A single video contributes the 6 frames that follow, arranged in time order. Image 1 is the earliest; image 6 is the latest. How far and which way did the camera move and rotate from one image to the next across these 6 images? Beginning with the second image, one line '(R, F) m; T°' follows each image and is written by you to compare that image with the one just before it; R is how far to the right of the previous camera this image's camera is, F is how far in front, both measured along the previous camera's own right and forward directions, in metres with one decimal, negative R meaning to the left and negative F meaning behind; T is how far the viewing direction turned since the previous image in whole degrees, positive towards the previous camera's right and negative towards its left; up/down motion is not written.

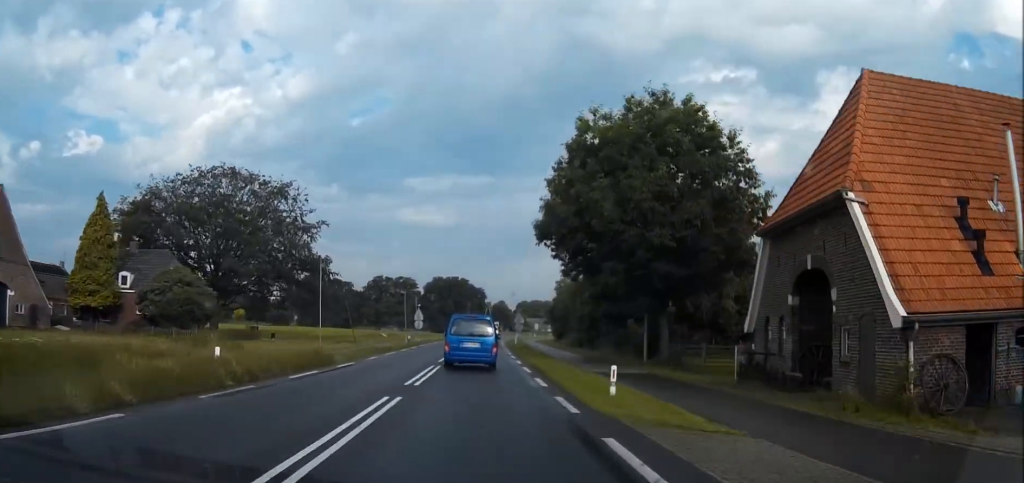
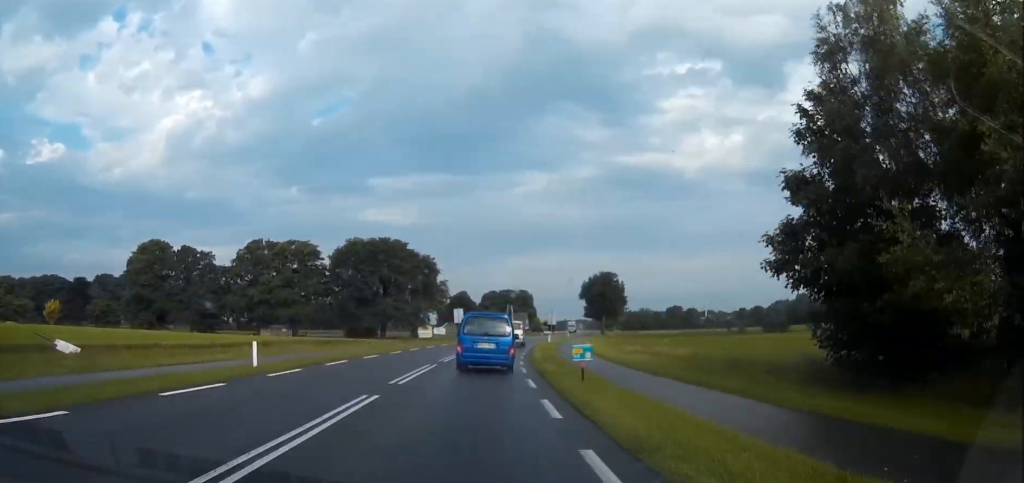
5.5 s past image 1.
(+2.1, +96.8) m; +5°
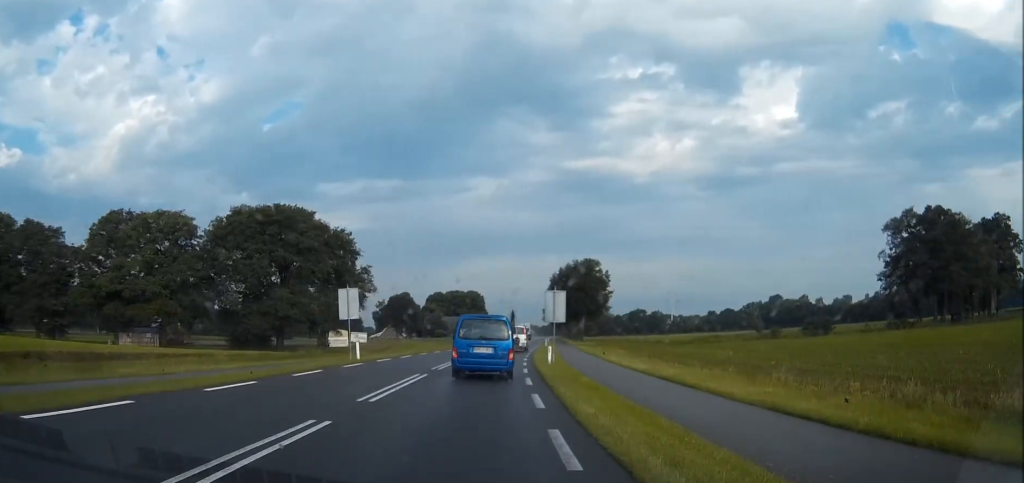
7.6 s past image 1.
(+1.9, +40.4) m; +5°
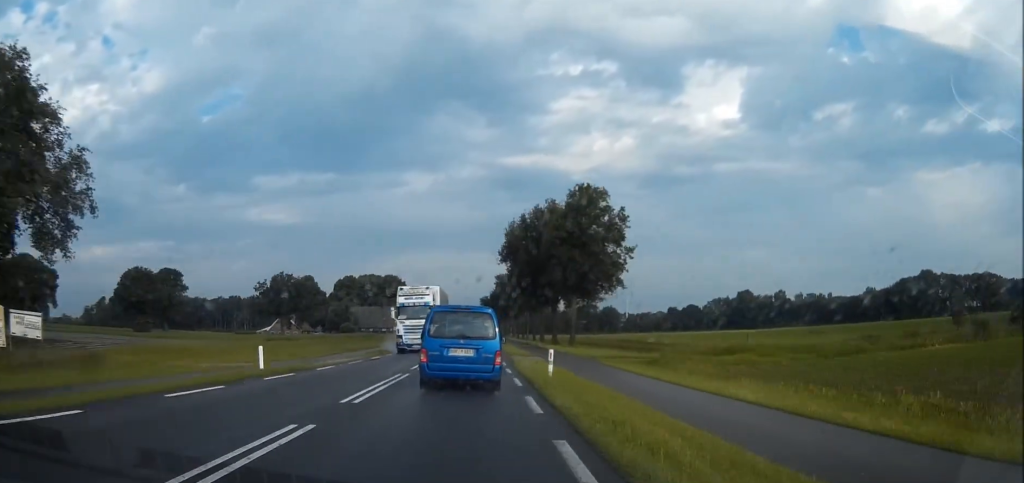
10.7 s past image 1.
(+3.1, +62.3) m; +3°
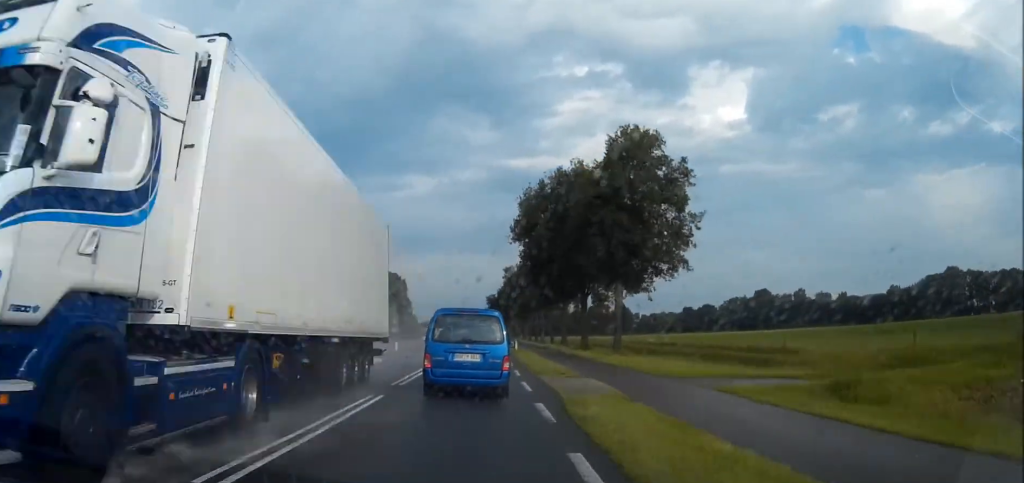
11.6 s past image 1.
(+0.2, +20.2) m; 0°
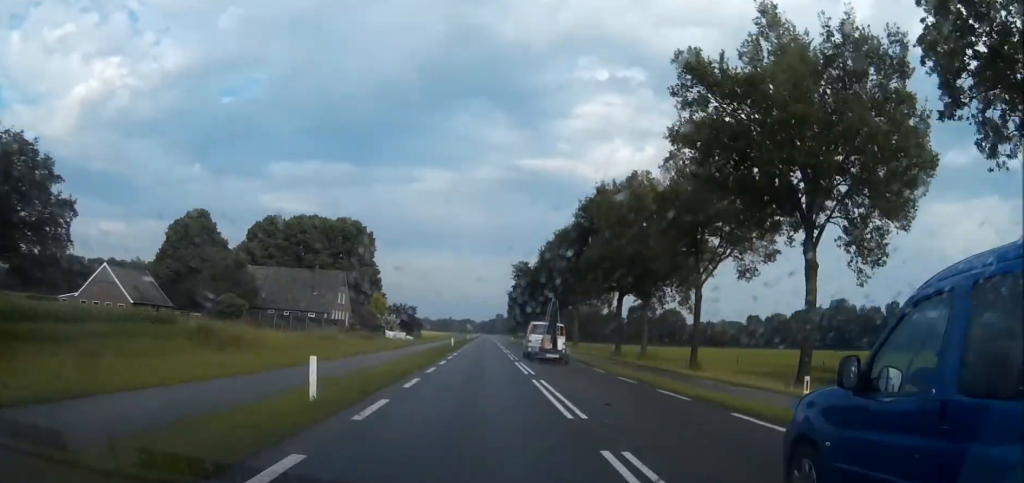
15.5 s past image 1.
(-0.2, +94.6) m; 0°
